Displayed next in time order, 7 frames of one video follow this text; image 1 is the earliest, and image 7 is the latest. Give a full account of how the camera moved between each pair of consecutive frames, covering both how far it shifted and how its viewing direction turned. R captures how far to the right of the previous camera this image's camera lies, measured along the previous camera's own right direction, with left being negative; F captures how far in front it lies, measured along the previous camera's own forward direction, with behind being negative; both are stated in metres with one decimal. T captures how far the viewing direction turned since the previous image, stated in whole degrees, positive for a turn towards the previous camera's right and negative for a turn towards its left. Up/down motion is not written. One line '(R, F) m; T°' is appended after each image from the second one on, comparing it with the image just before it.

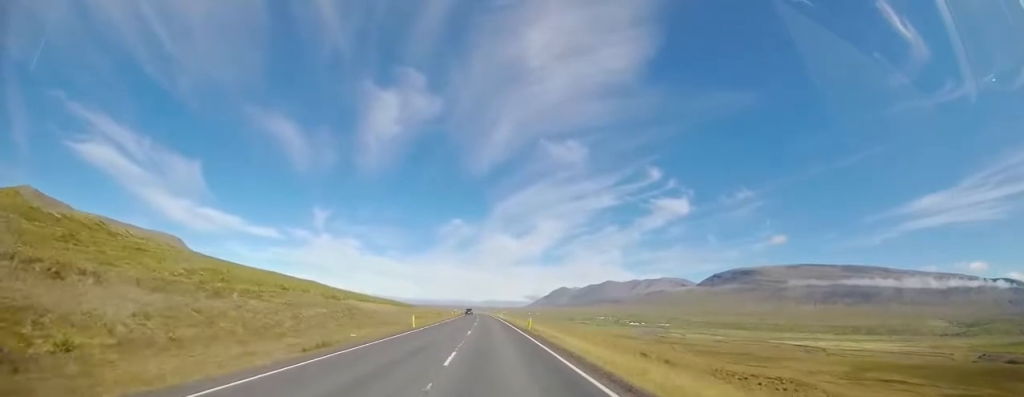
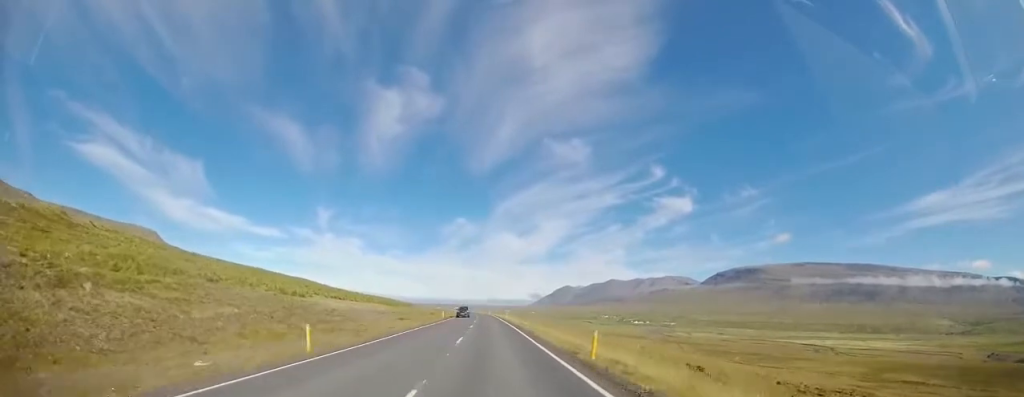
(-0.3, +18.3) m; 0°
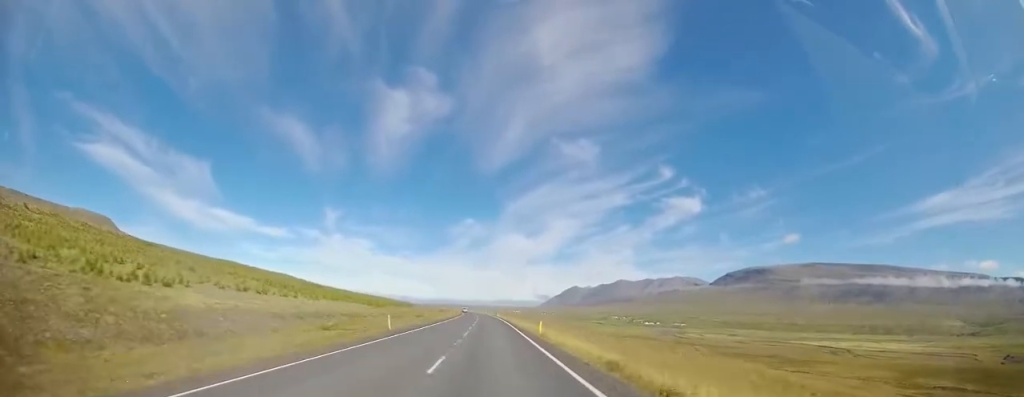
(-0.1, +32.1) m; -1°
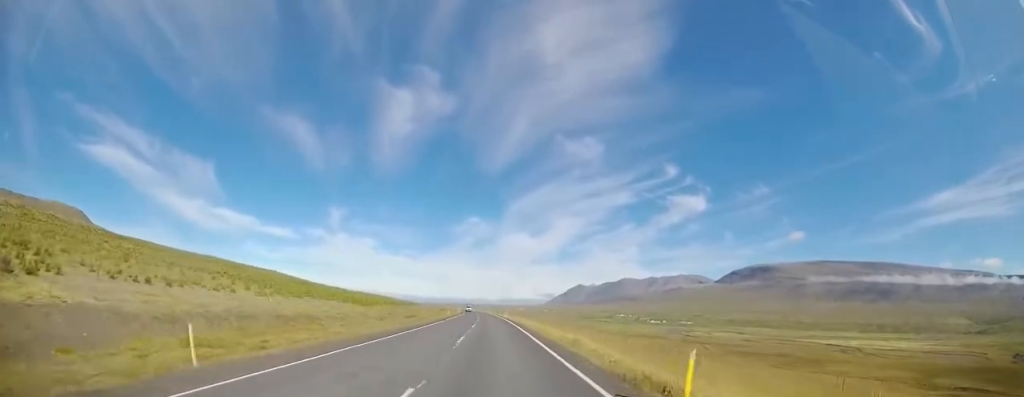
(-0.3, +17.0) m; -1°
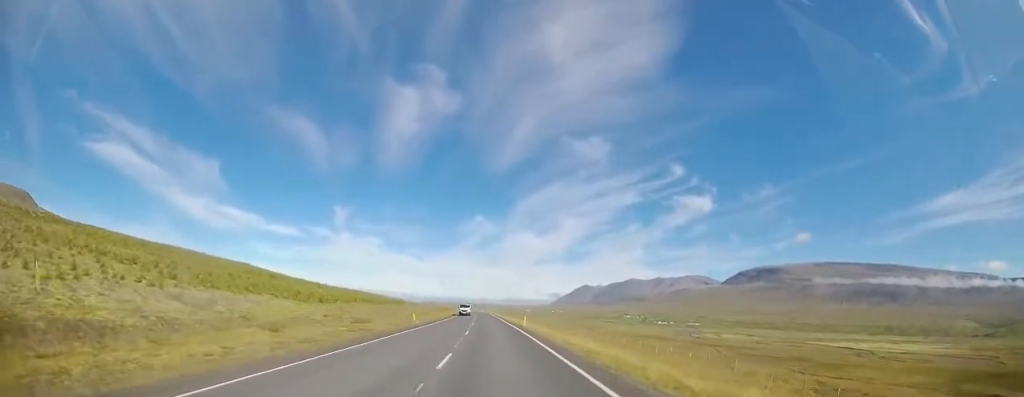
(-0.1, +30.8) m; -1°
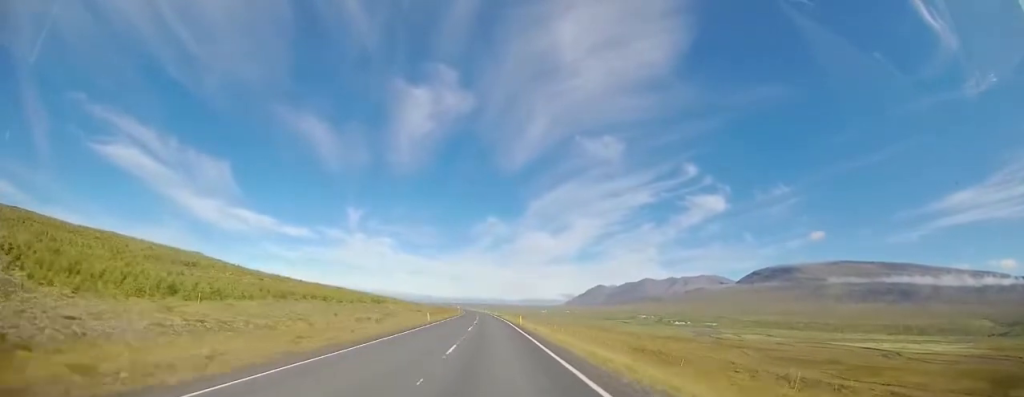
(-0.9, +44.5) m; -2°
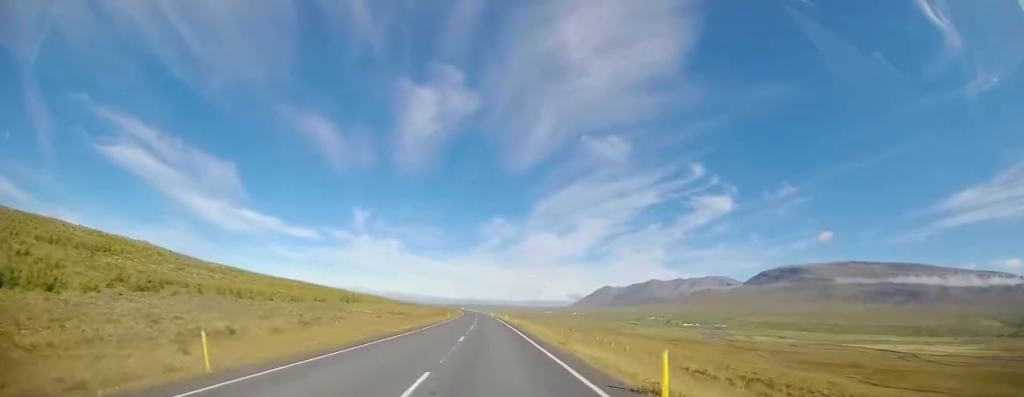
(-0.2, +30.8) m; -1°
